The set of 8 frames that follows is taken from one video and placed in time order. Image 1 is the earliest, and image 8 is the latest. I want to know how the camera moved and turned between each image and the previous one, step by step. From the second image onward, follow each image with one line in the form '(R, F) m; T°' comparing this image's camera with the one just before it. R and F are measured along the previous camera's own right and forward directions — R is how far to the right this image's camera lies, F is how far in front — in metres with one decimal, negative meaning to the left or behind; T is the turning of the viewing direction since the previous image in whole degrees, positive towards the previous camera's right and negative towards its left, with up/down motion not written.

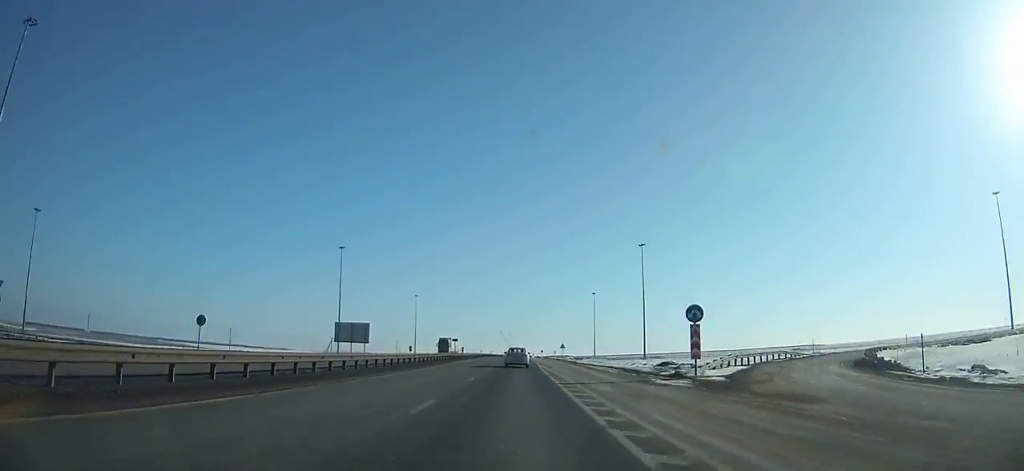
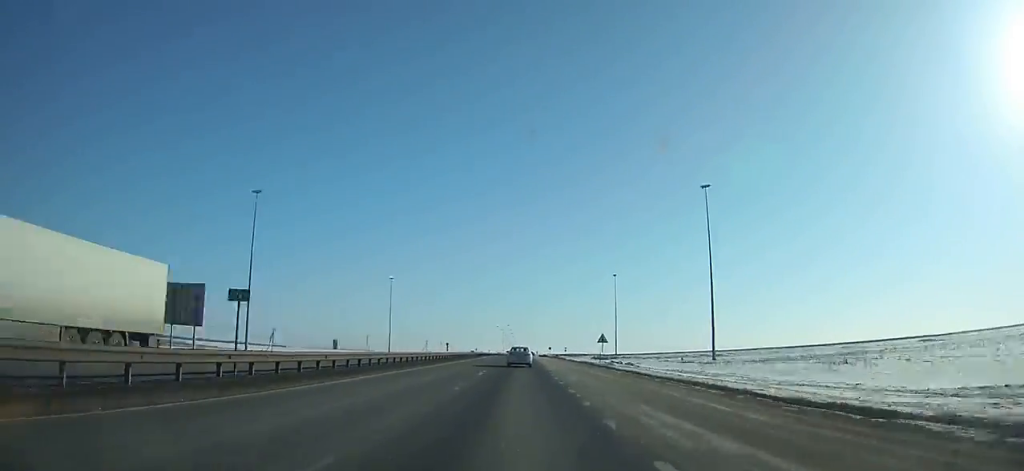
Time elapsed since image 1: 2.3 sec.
(0.0, +55.6) m; 0°
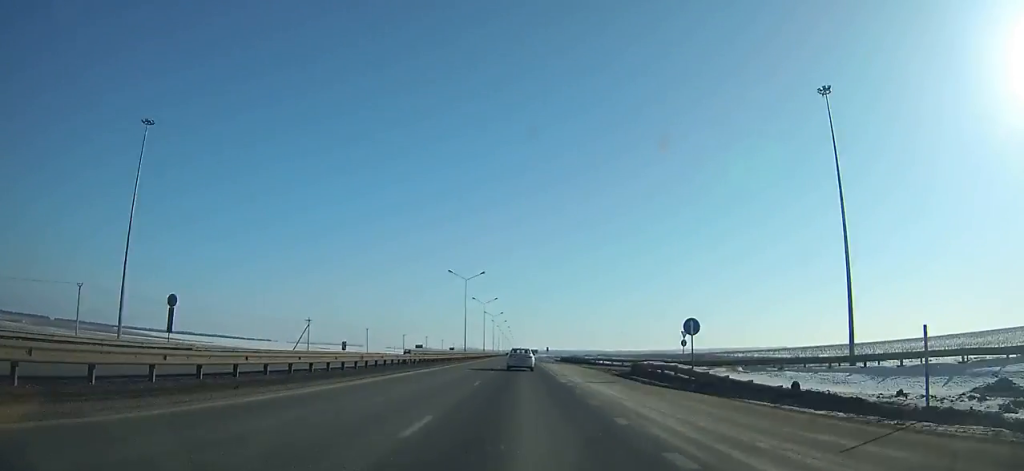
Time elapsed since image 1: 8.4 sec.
(-0.1, +150.8) m; 0°
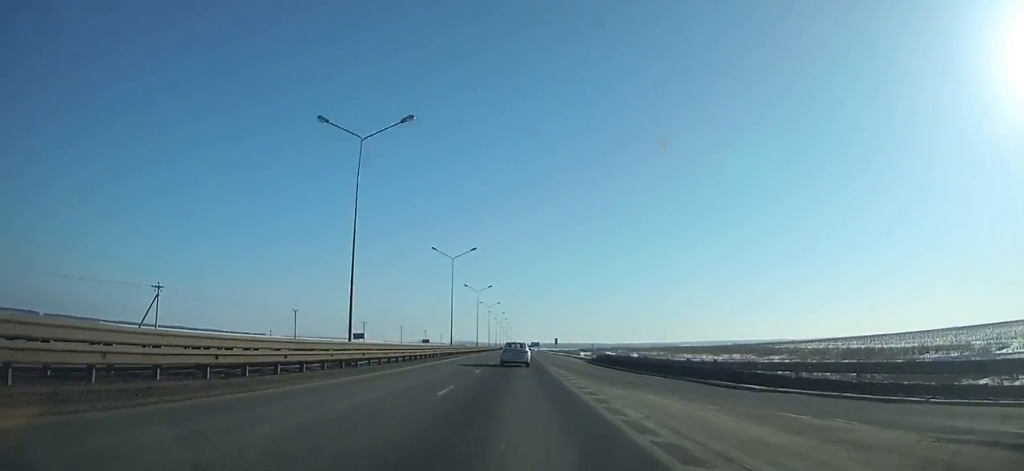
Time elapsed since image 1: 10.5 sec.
(0.0, +52.5) m; 0°
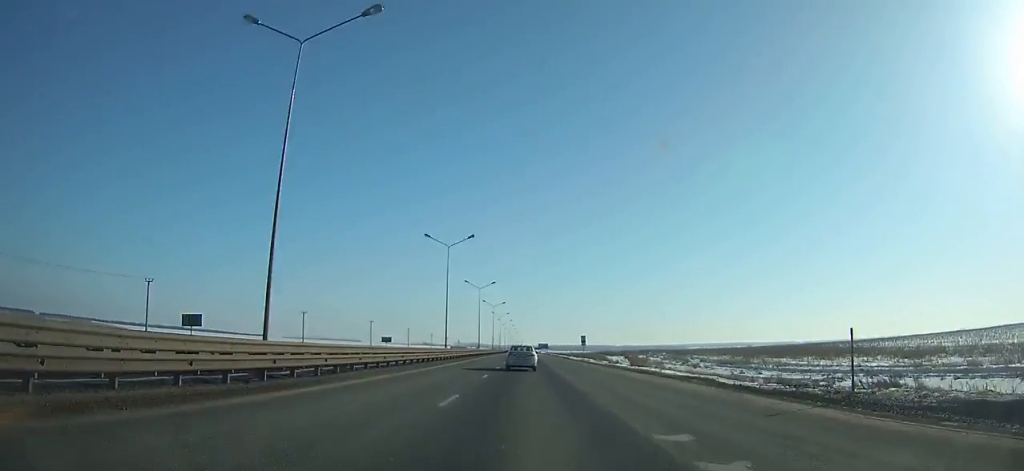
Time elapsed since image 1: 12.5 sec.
(0.0, +49.8) m; 0°
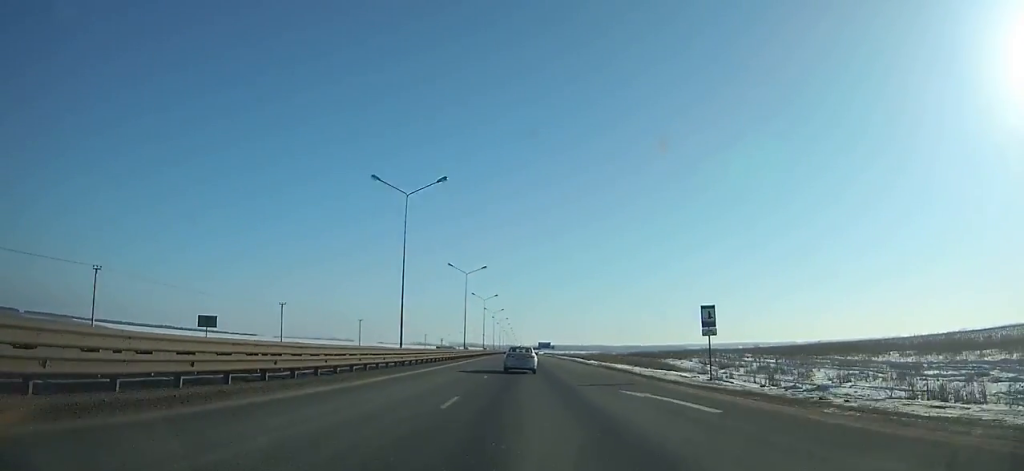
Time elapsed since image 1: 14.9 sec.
(0.0, +59.3) m; 0°
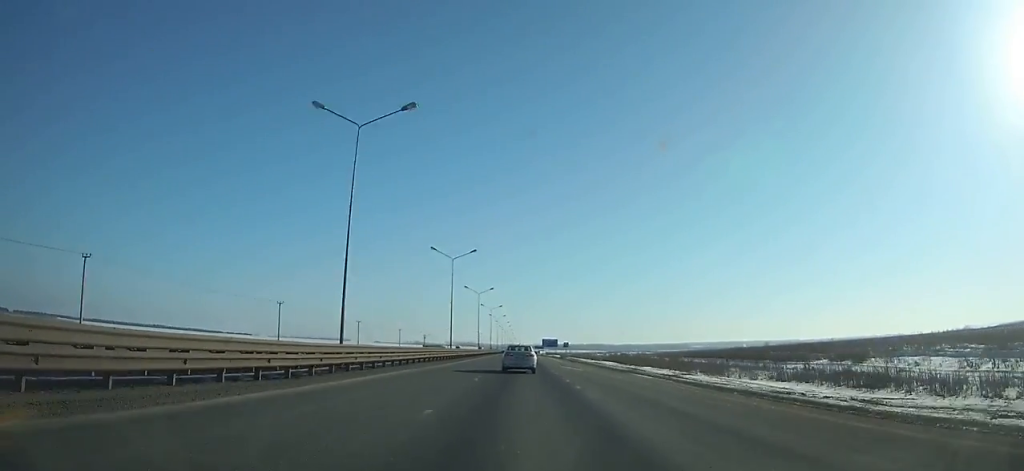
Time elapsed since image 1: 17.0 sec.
(-0.1, +51.1) m; 0°
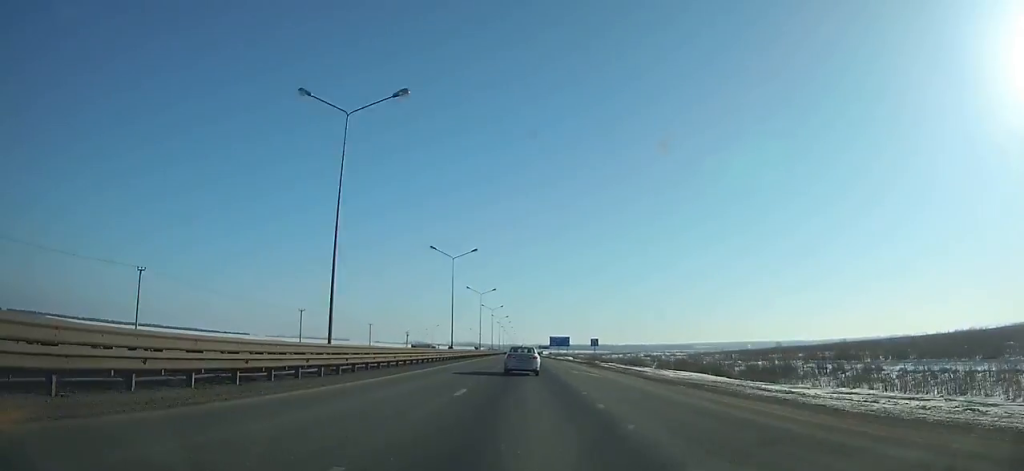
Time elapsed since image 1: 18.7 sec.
(0.0, +40.9) m; 0°
